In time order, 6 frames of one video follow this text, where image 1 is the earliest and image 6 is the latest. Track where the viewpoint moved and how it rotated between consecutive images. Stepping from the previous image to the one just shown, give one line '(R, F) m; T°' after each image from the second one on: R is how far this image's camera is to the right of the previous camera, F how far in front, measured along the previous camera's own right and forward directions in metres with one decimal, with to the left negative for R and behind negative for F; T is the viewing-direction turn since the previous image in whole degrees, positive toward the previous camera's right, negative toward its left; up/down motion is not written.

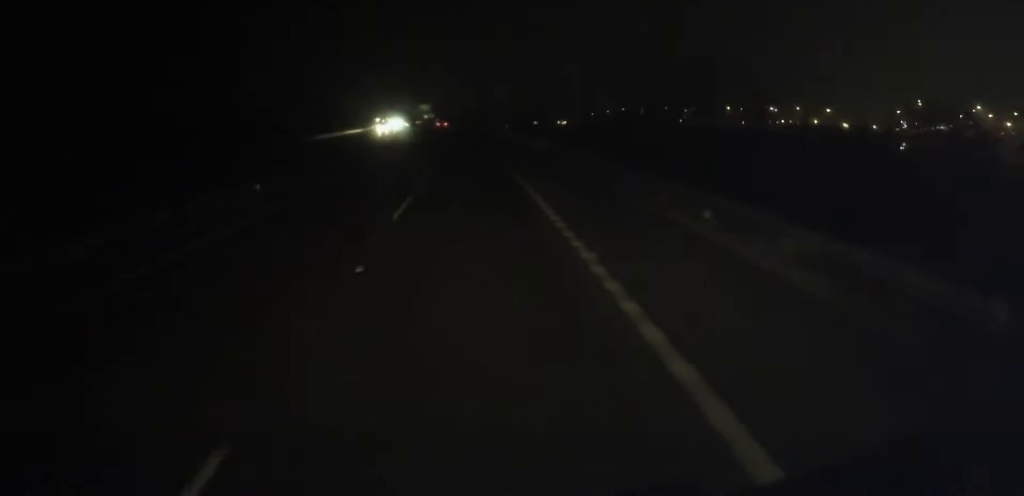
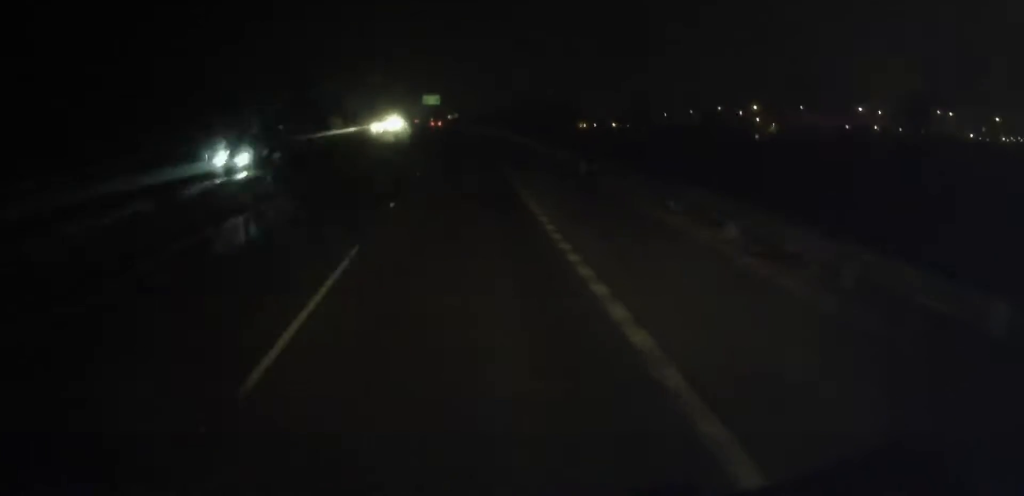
(-3.0, +100.0) m; -3°
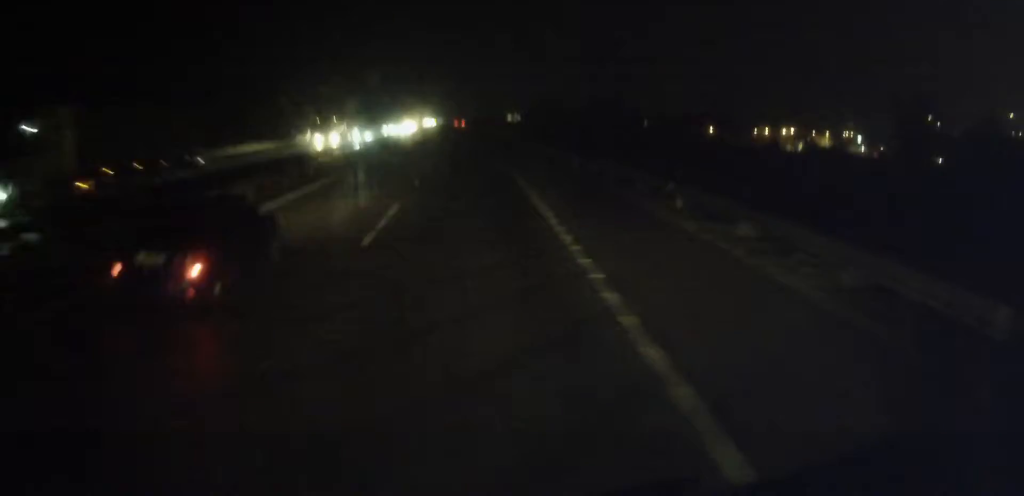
(-7.1, +155.9) m; -4°
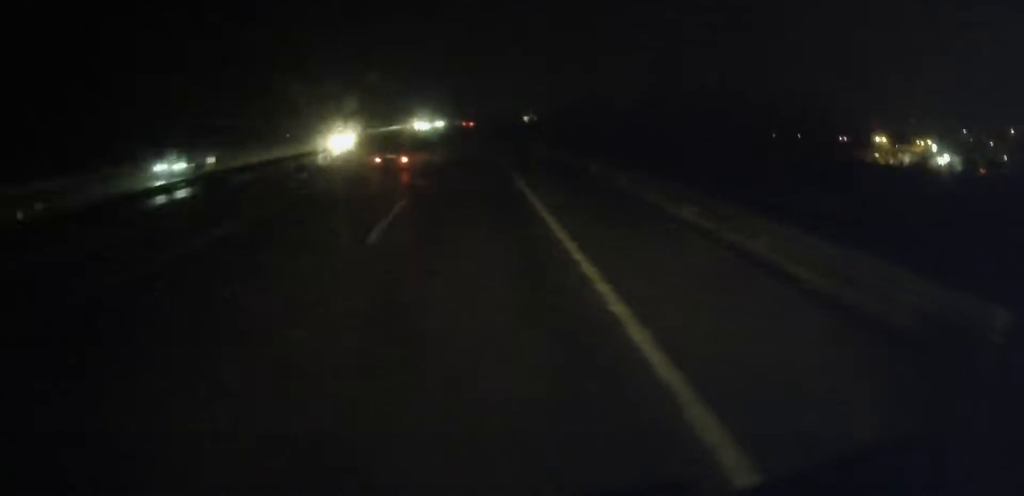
(-0.6, +52.9) m; -1°
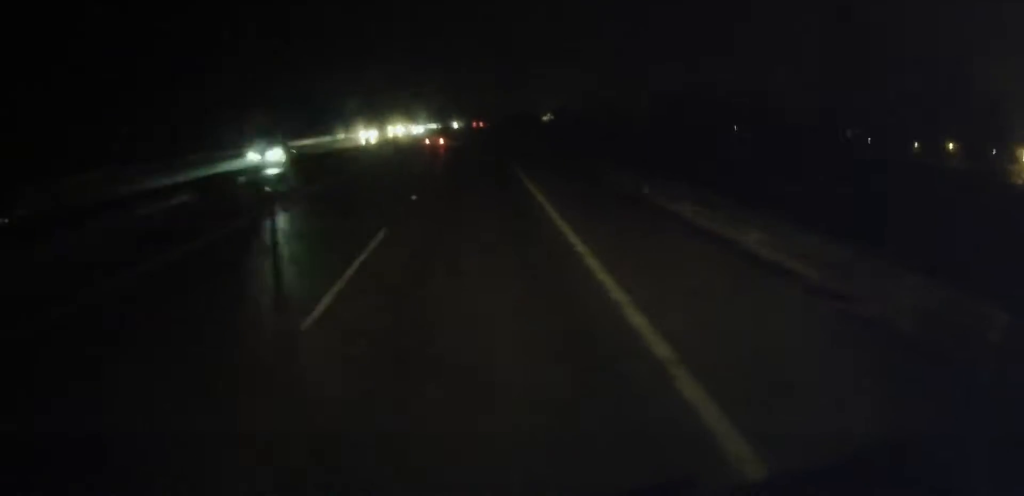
(-0.4, +59.2) m; -1°
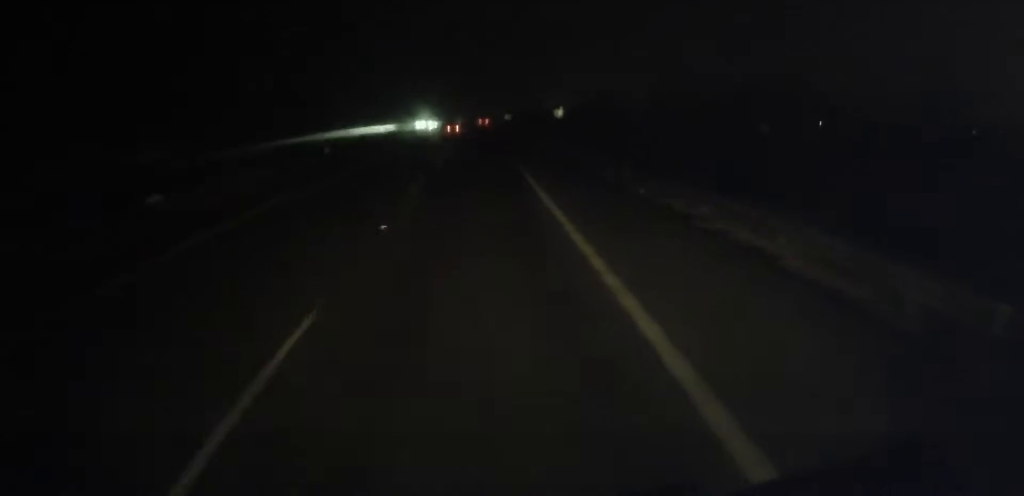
(-0.2, +77.8) m; 0°
